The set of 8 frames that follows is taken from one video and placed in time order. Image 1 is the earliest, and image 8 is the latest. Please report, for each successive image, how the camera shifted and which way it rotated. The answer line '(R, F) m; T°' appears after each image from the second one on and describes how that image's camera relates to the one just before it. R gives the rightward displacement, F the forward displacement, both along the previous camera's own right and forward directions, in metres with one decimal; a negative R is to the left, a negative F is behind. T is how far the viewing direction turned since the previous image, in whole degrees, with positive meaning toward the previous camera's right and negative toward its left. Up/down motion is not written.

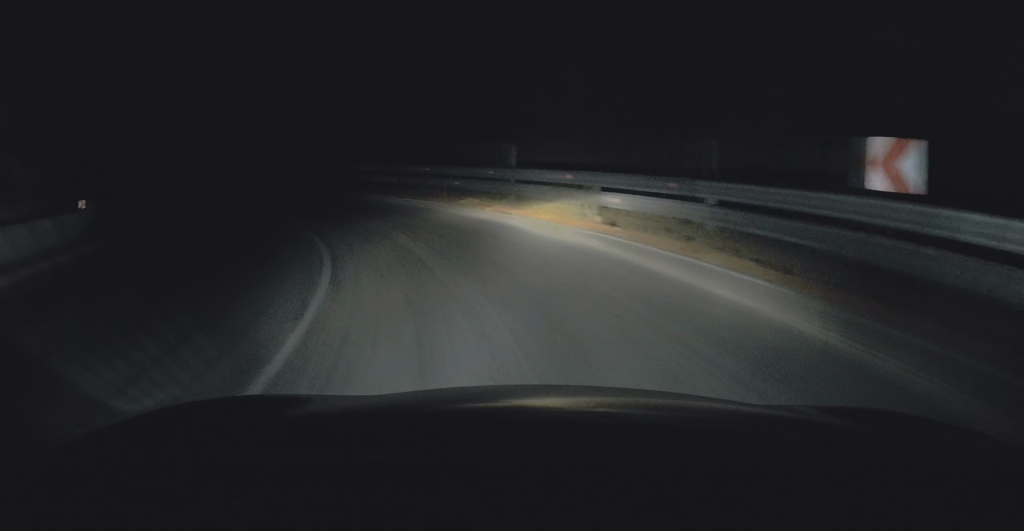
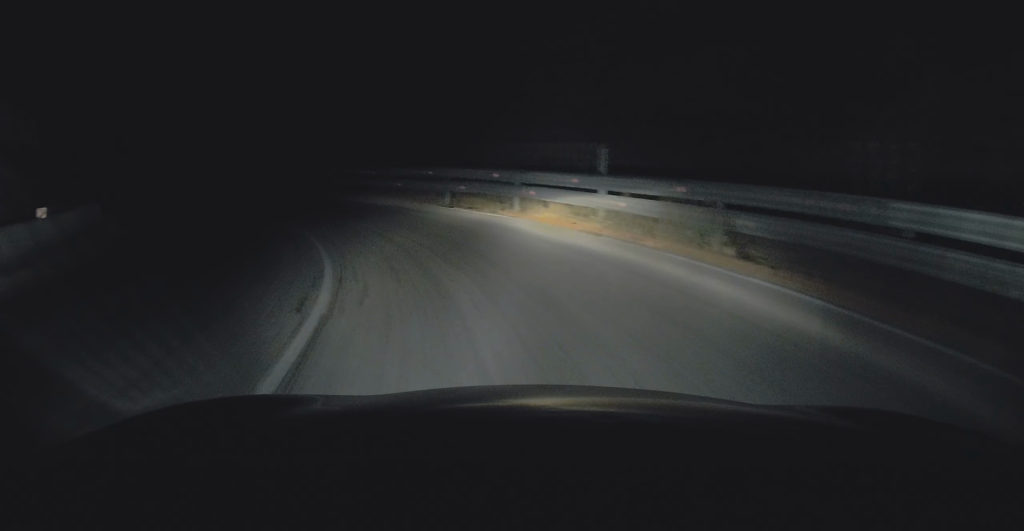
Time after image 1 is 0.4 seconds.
(0.0, +4.1) m; -6°
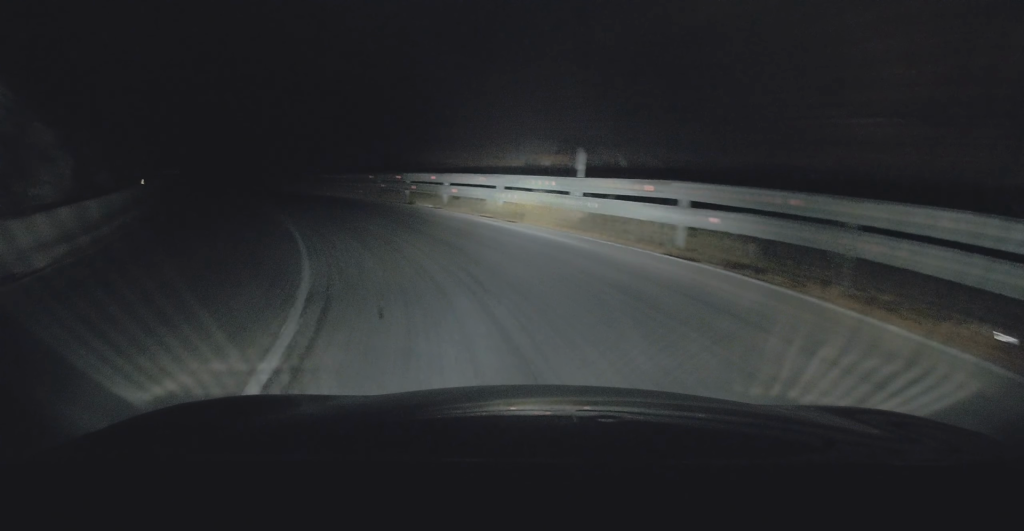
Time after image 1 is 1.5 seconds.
(-1.6, +10.4) m; -18°
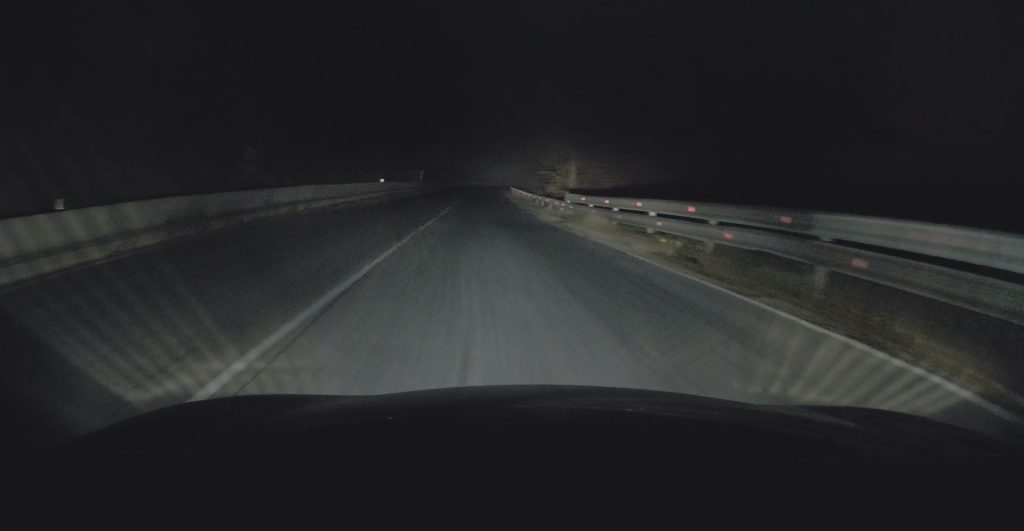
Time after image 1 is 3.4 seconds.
(-4.1, +19.1) m; -24°
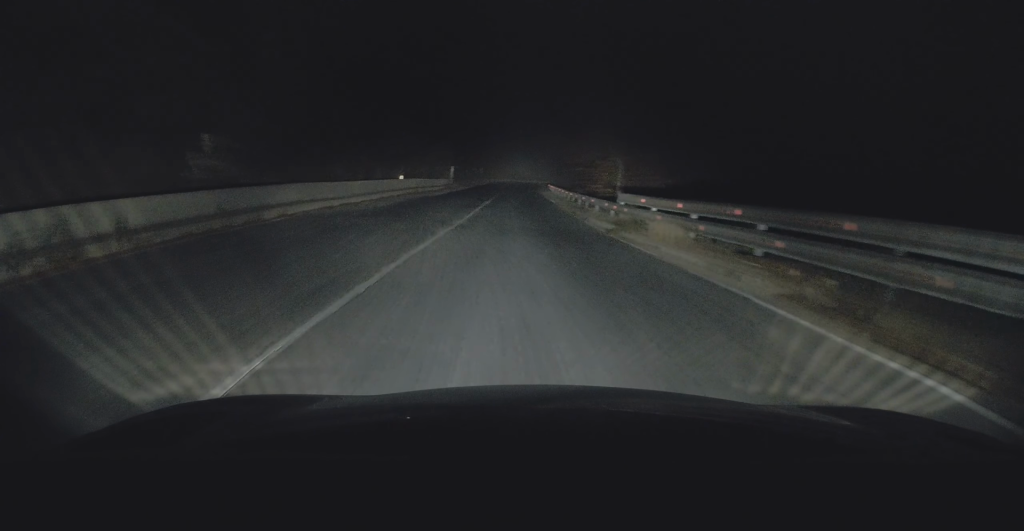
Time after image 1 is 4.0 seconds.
(-0.3, +5.5) m; -6°
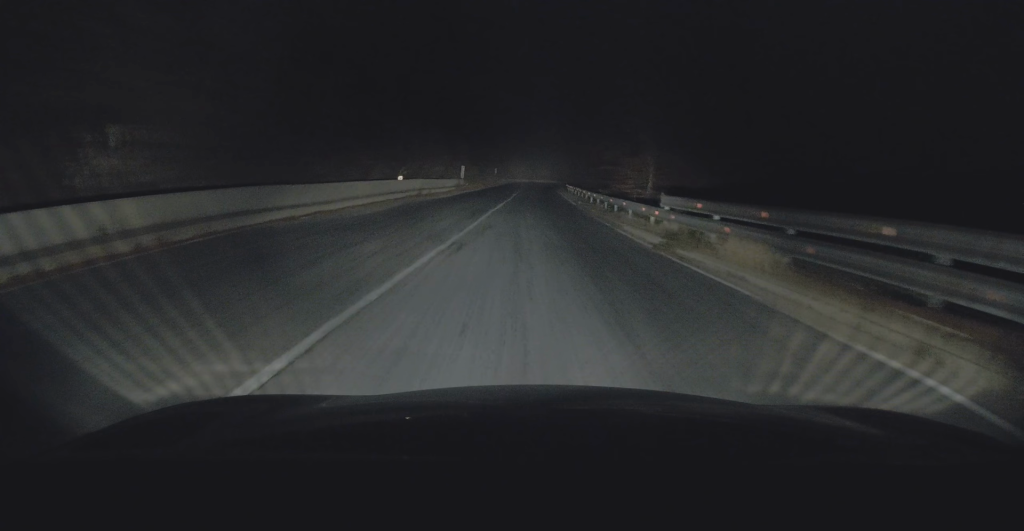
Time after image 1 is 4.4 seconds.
(-0.5, +4.8) m; -4°
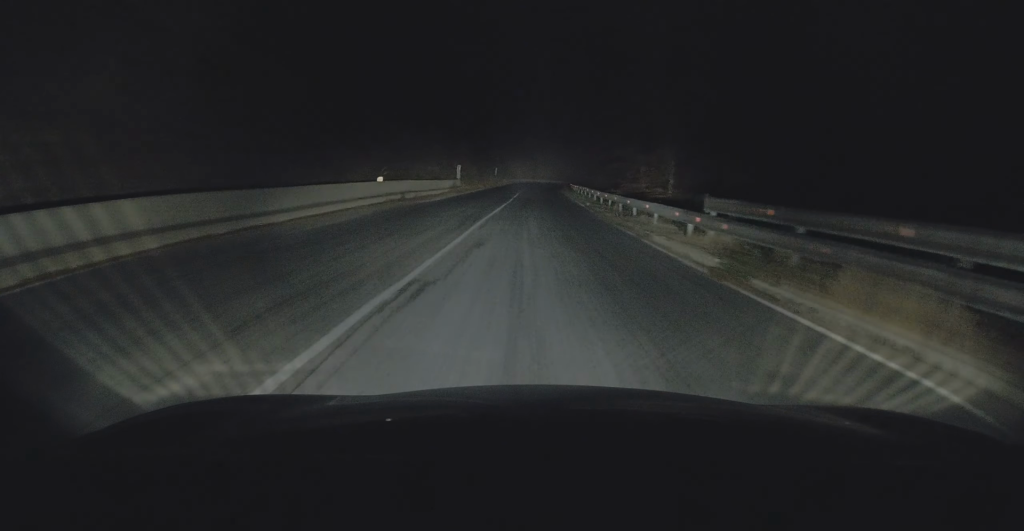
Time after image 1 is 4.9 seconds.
(-0.2, +4.5) m; -2°
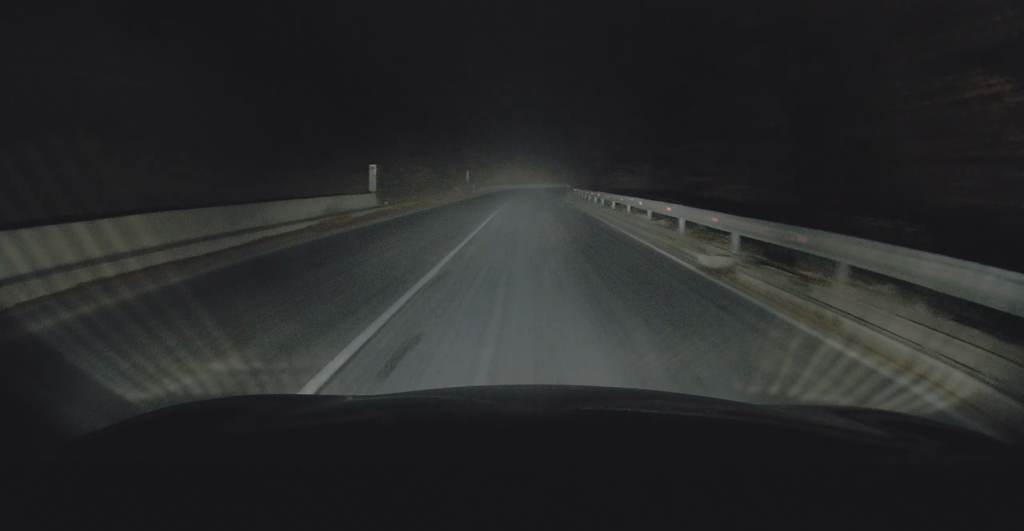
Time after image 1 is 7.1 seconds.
(-0.5, +24.4) m; -2°
